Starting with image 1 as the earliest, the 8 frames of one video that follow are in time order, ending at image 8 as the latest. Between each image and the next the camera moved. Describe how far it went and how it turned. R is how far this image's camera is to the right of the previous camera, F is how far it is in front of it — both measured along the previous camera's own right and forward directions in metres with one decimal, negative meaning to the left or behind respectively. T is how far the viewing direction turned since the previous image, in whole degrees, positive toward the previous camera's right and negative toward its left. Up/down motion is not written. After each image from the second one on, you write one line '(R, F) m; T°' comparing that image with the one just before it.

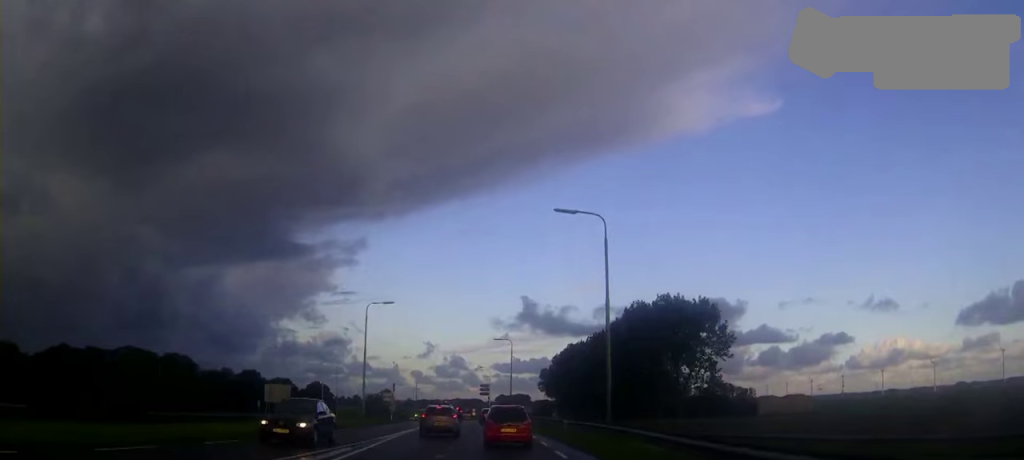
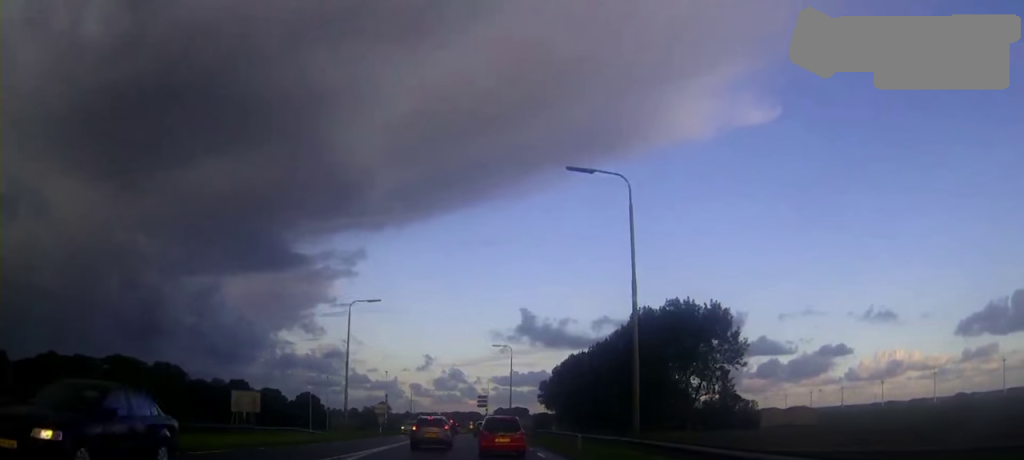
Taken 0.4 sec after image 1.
(0.0, +6.6) m; 0°
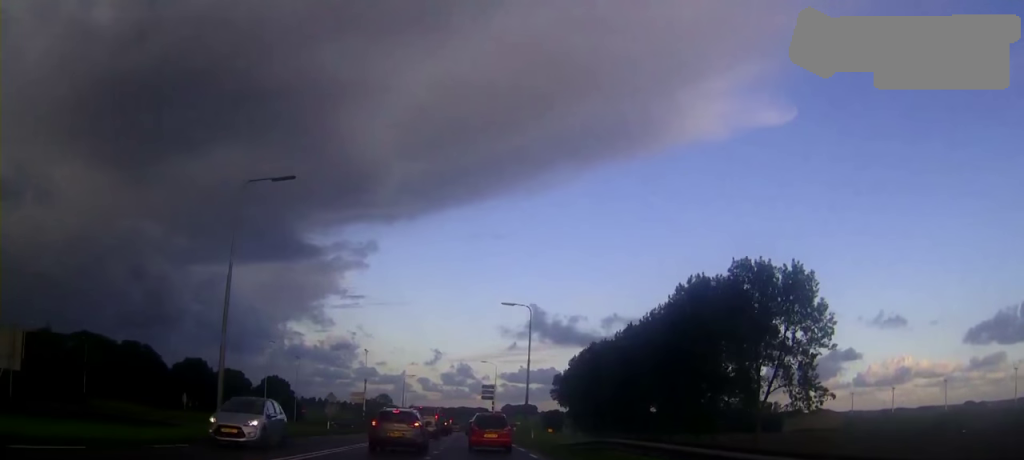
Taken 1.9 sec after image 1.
(-0.1, +26.2) m; -1°
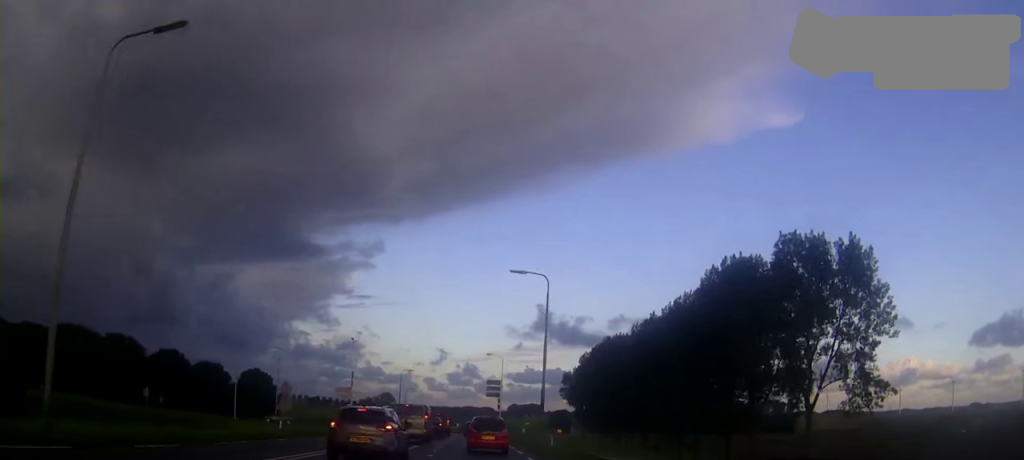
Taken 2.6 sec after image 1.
(0.0, +12.7) m; 0°
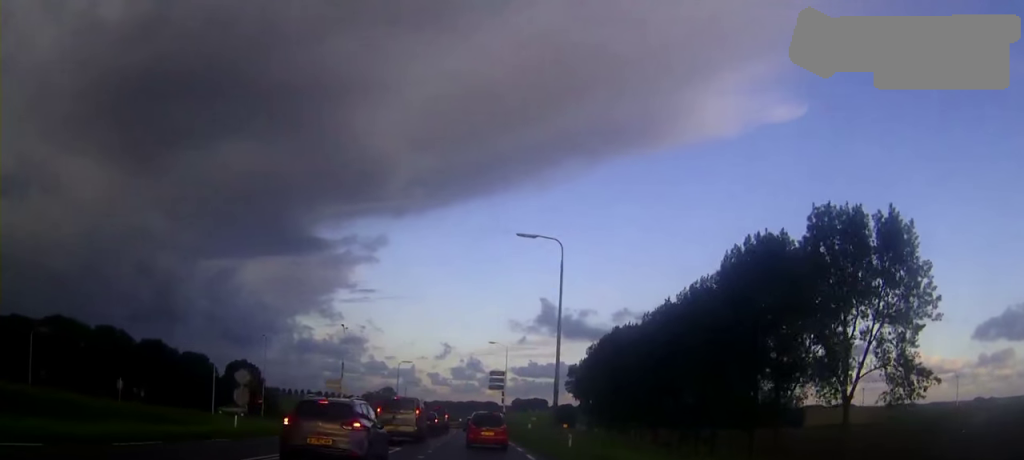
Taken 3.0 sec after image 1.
(0.0, +7.1) m; 0°
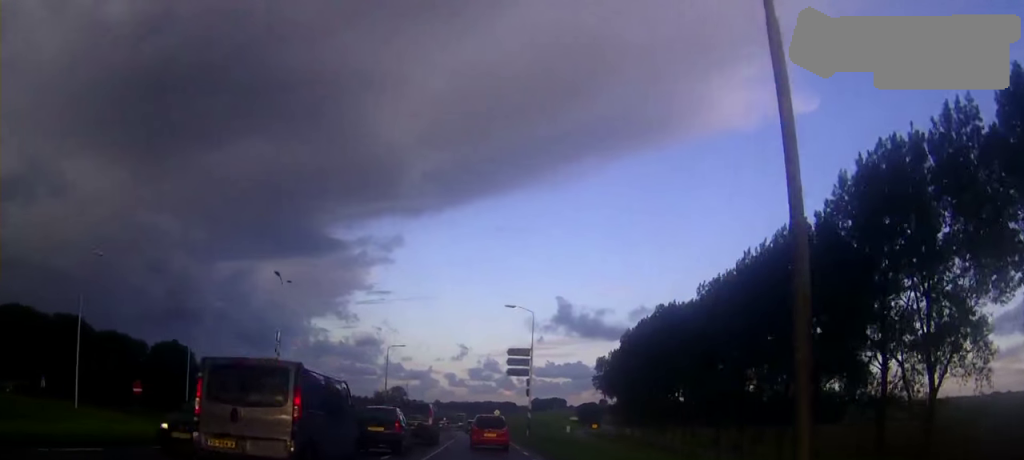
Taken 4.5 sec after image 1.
(-0.3, +26.9) m; -1°
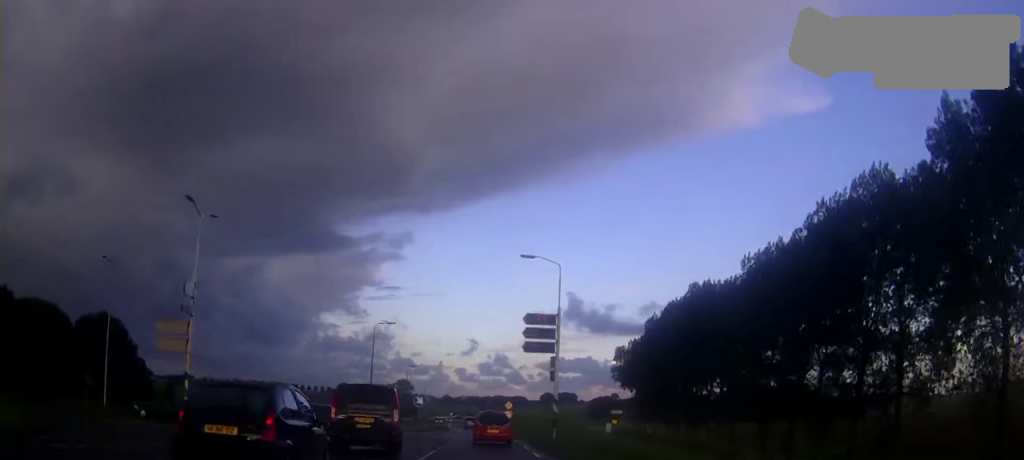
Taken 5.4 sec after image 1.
(-0.1, +16.3) m; -1°
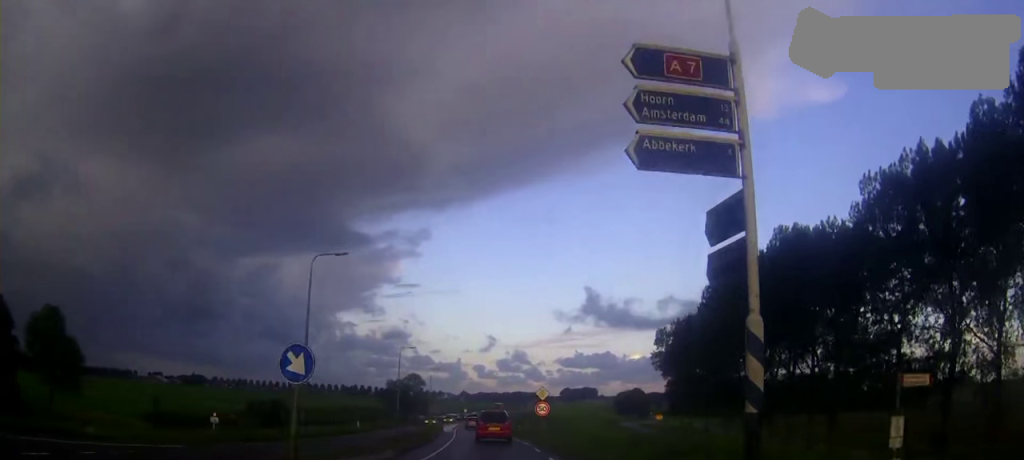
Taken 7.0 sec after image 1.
(-0.3, +29.4) m; -1°
